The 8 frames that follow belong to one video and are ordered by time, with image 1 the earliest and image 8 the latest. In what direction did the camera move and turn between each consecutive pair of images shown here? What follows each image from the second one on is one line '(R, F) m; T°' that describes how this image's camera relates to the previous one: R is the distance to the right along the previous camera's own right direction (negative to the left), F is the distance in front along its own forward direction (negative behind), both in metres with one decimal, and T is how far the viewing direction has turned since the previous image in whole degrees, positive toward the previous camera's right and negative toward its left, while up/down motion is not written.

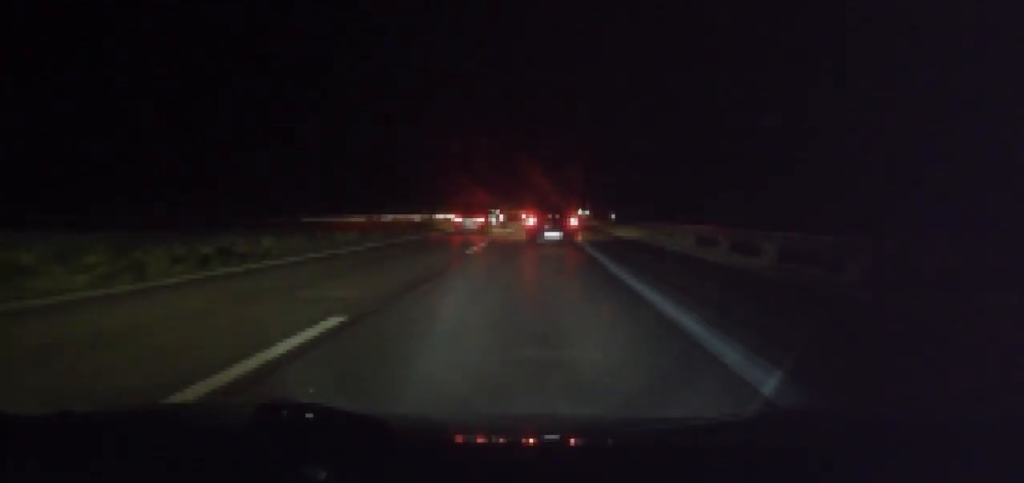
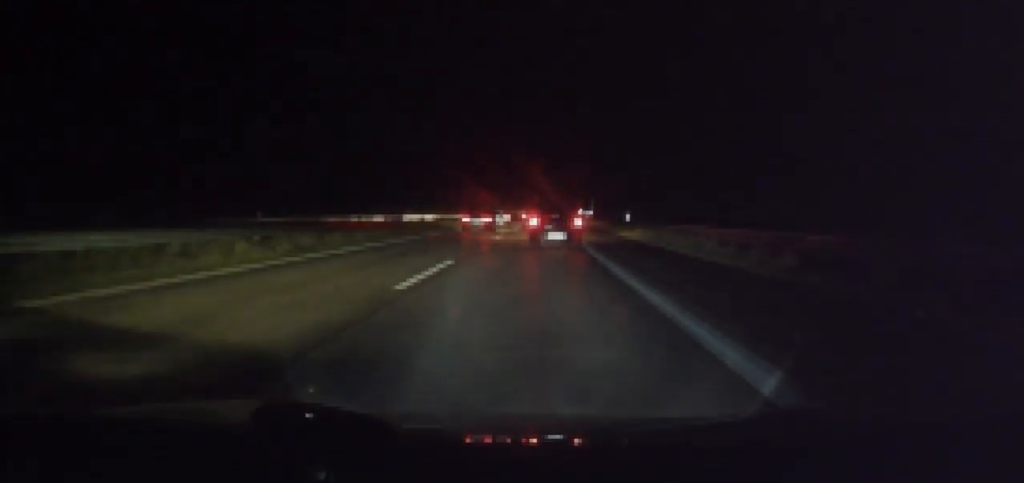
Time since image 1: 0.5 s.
(+0.1, +9.1) m; 0°
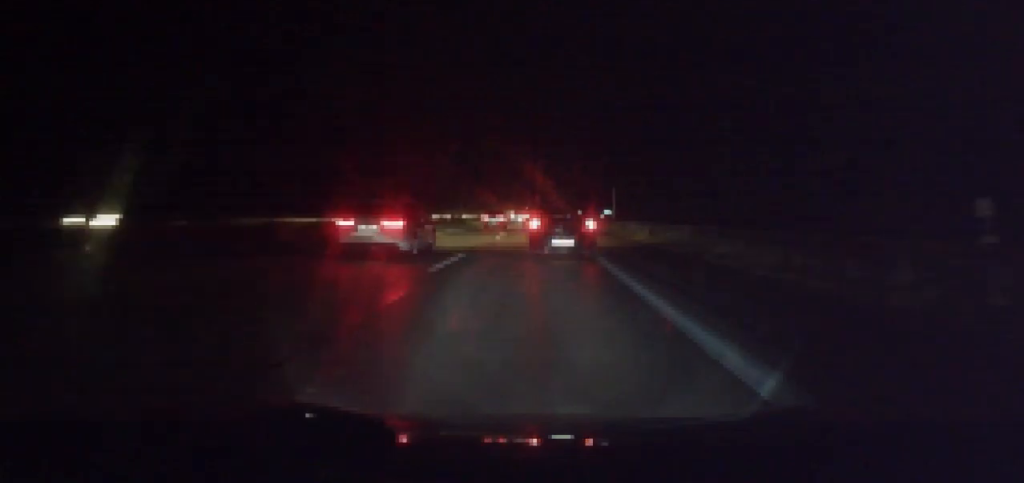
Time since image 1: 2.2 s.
(-0.5, +30.8) m; -1°
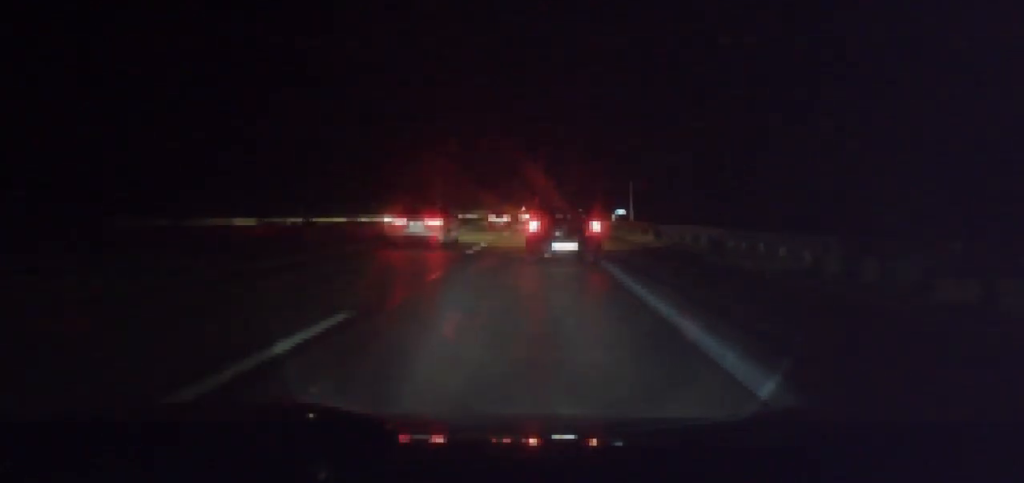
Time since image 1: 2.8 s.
(+0.1, +11.3) m; +1°
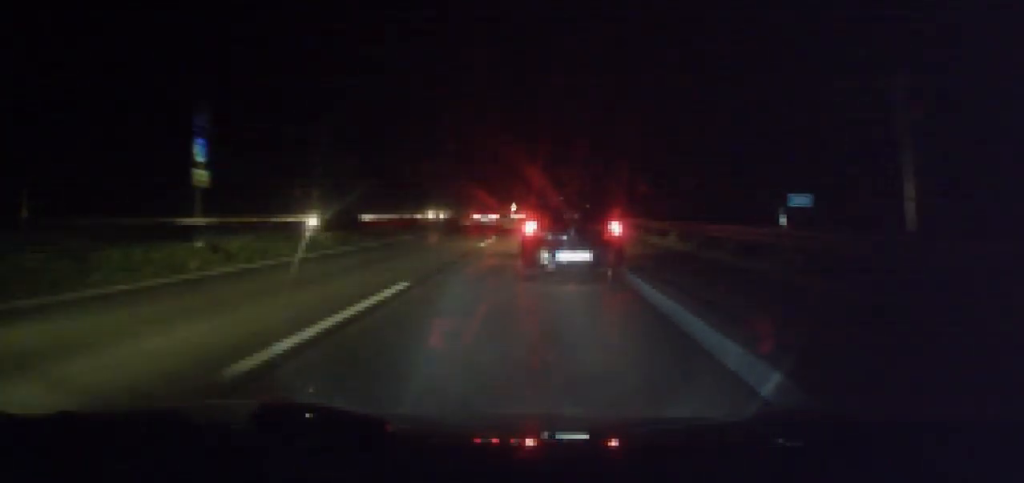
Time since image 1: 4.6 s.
(+0.9, +32.7) m; +1°
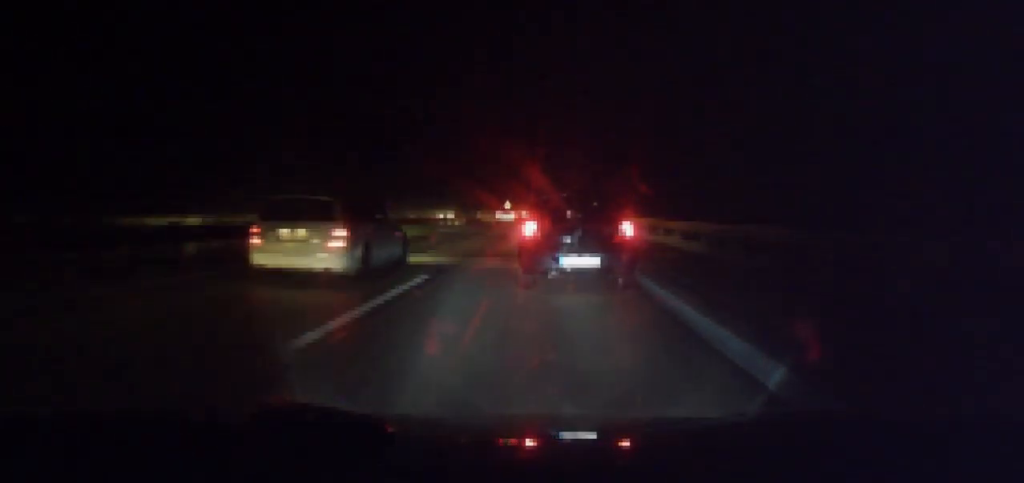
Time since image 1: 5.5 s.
(-0.3, +16.6) m; -1°
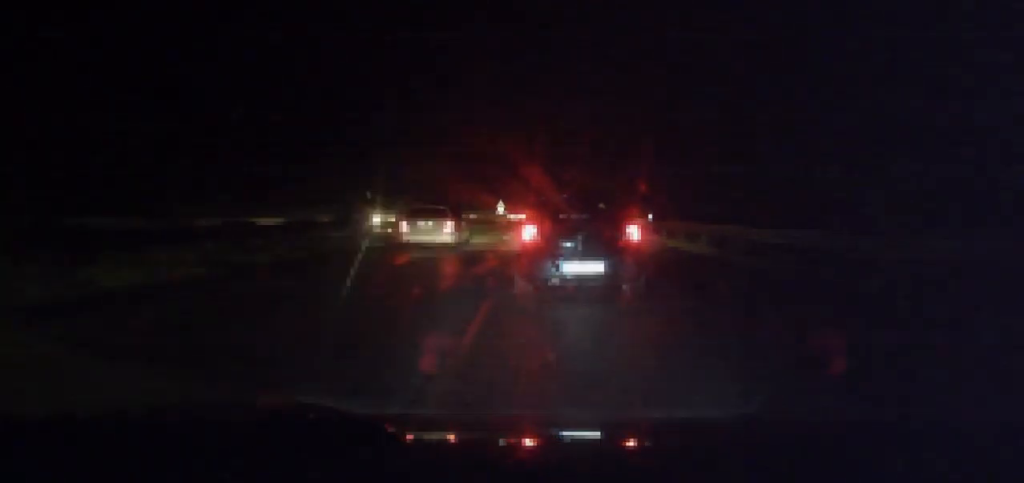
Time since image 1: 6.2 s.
(+0.1, +12.5) m; 0°
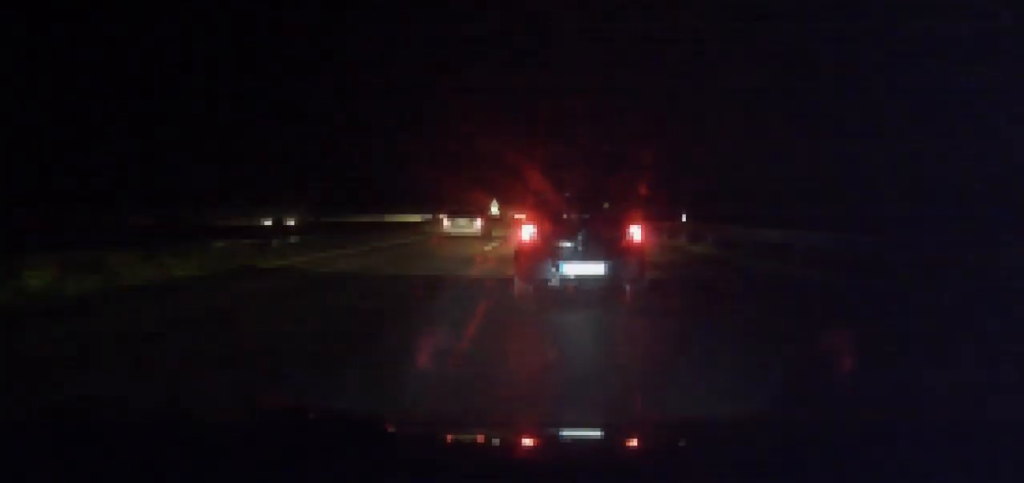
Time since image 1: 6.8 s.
(0.0, +8.6) m; 0°
